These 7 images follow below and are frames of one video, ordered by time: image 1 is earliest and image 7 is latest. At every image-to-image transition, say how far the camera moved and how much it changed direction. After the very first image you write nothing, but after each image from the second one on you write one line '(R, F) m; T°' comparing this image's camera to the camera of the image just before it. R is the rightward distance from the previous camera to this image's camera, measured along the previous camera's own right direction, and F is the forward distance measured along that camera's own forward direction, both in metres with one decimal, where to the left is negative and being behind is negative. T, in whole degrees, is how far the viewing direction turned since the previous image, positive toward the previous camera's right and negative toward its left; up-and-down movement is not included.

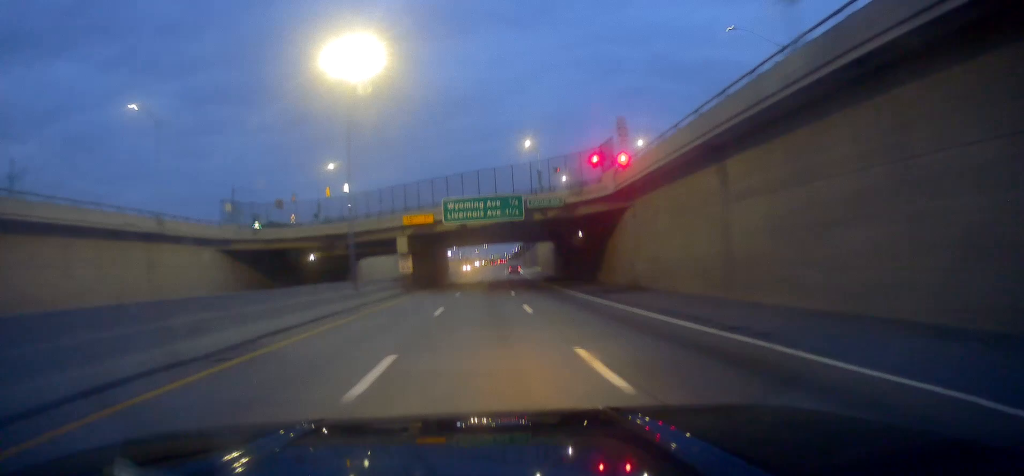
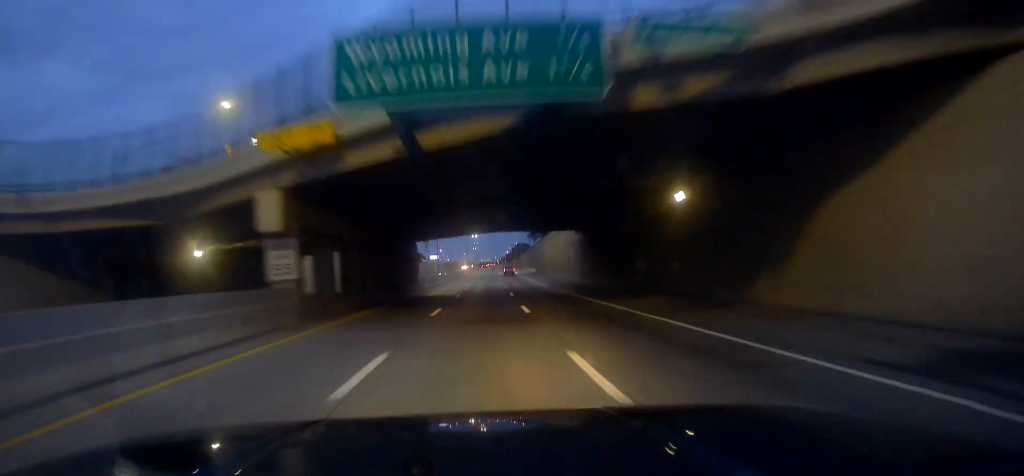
(-0.3, +30.4) m; 0°
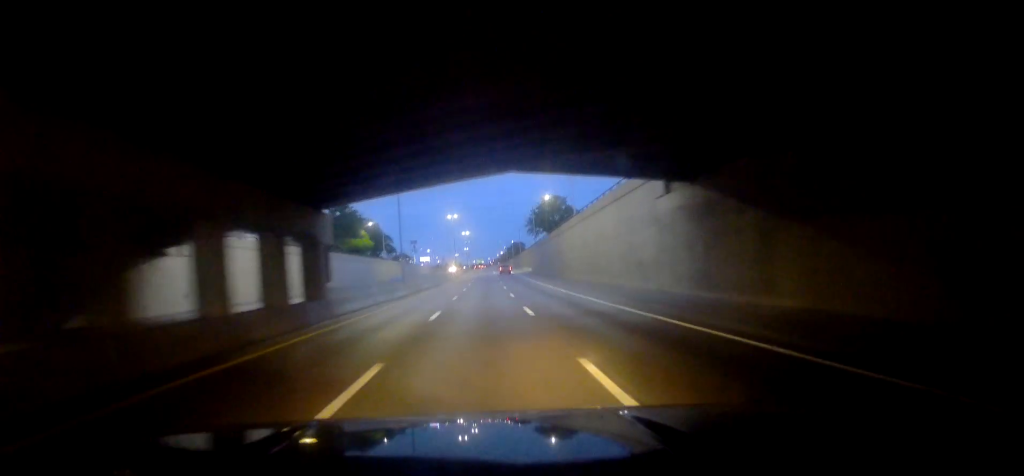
(0.0, +31.7) m; +1°
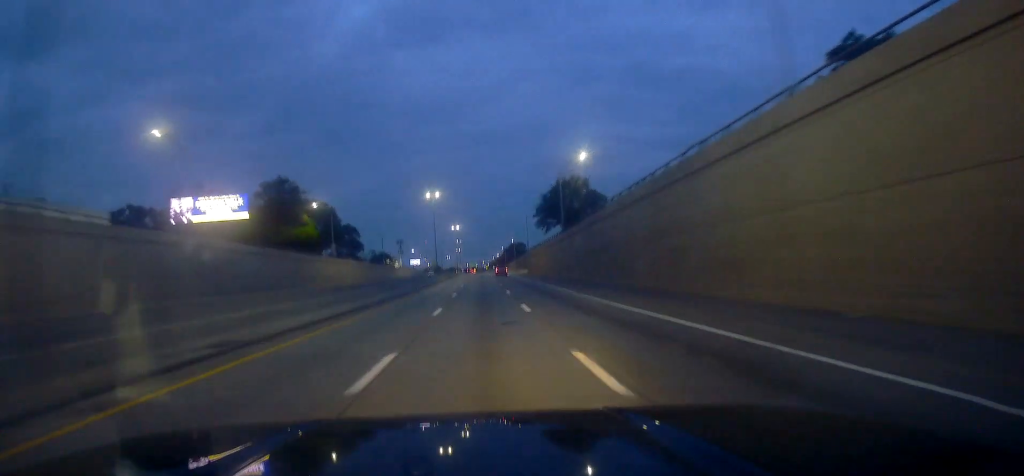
(+0.6, +44.2) m; +1°
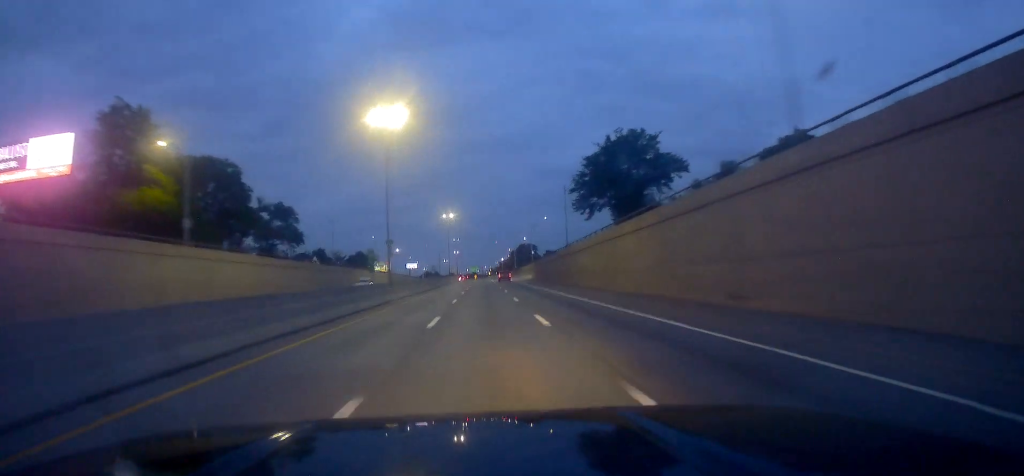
(0.0, +51.1) m; +1°
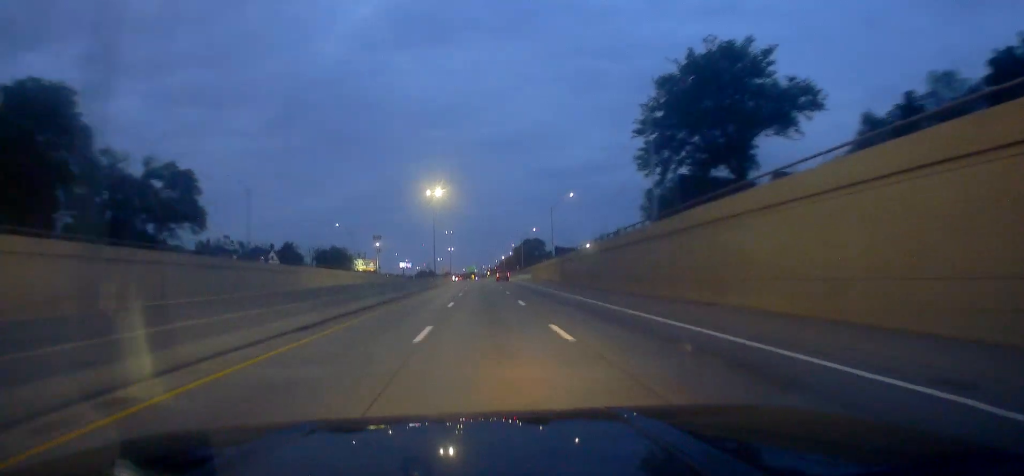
(+0.6, +35.1) m; +1°
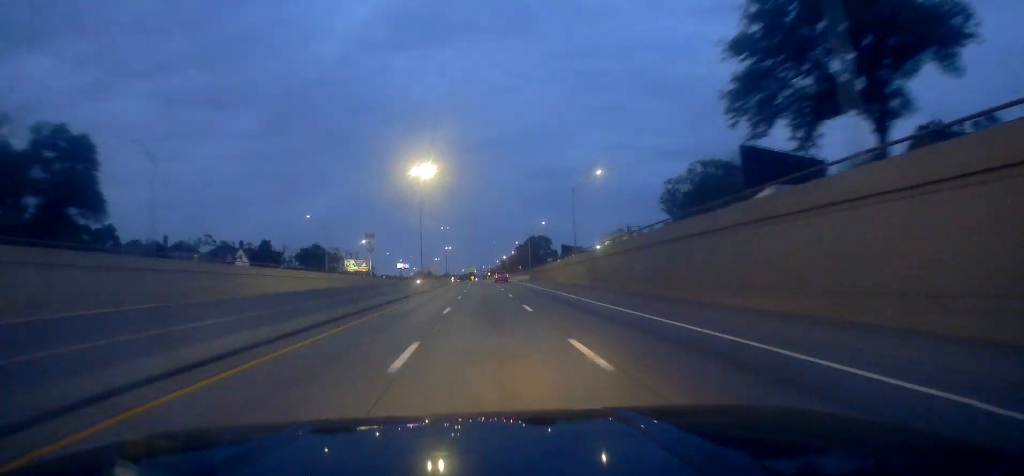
(-0.1, +19.5) m; -1°
